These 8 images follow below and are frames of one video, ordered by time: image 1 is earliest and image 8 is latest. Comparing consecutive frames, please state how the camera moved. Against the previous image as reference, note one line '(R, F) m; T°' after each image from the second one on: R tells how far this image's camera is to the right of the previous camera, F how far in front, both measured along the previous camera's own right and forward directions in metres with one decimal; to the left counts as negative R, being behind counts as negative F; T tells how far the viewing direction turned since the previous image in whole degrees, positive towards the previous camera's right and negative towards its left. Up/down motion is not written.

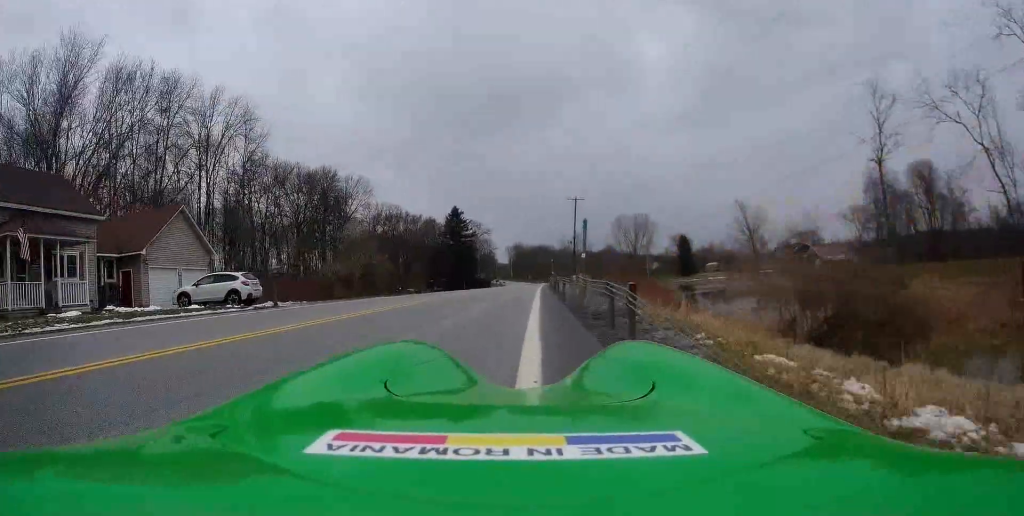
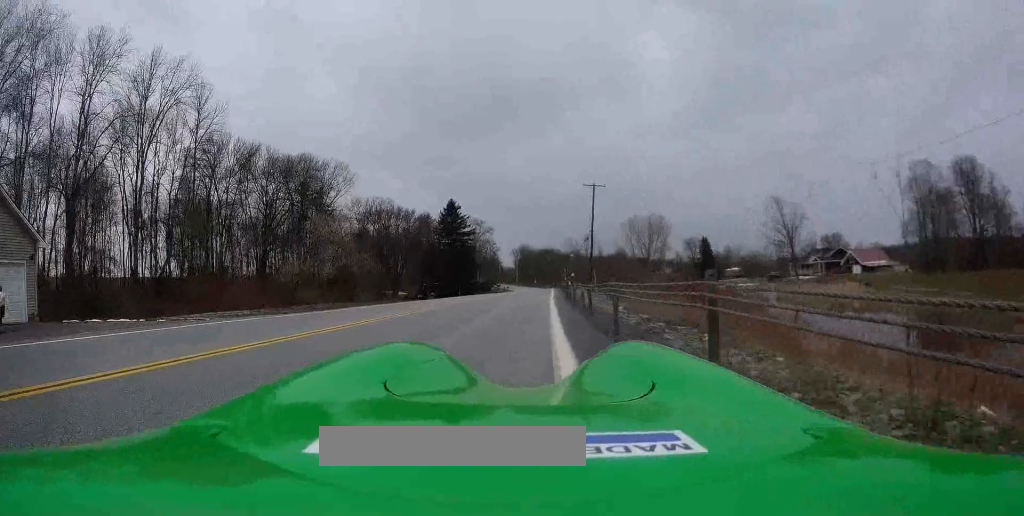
(0.0, +15.7) m; -1°
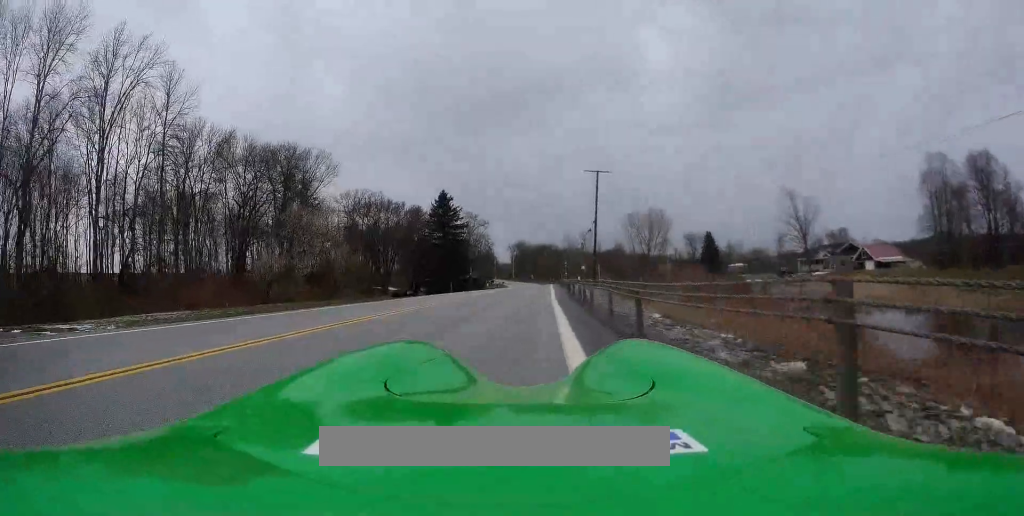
(-0.1, +6.5) m; -1°
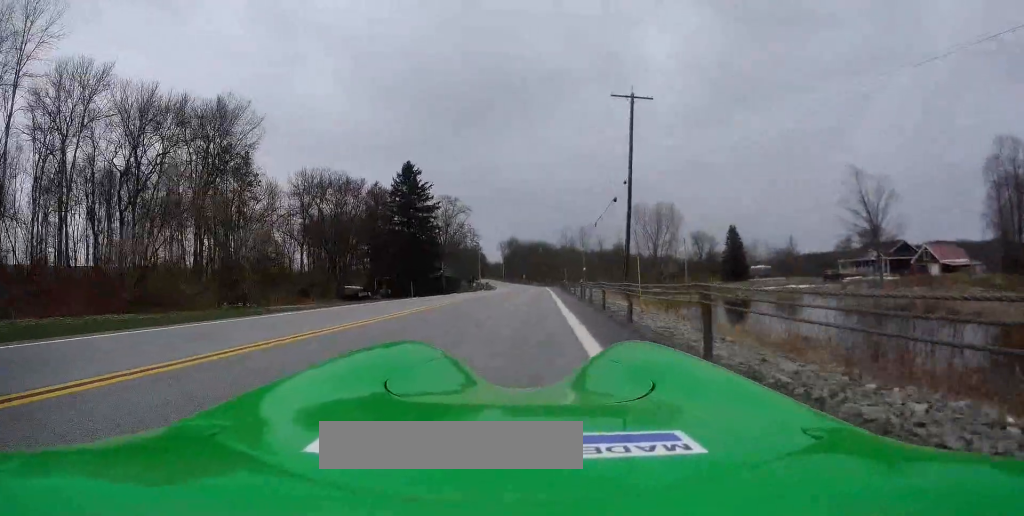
(+0.1, +23.9) m; +2°
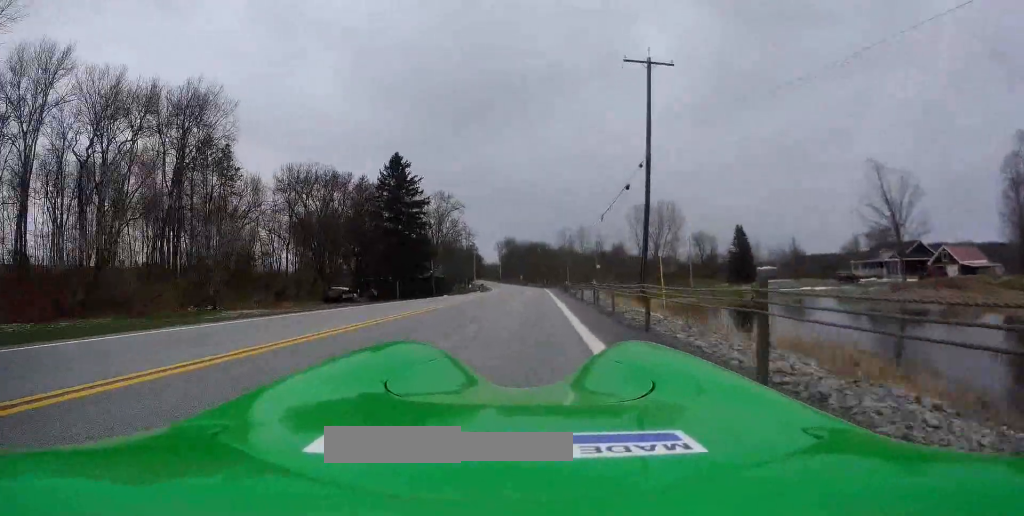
(0.0, +5.7) m; 0°
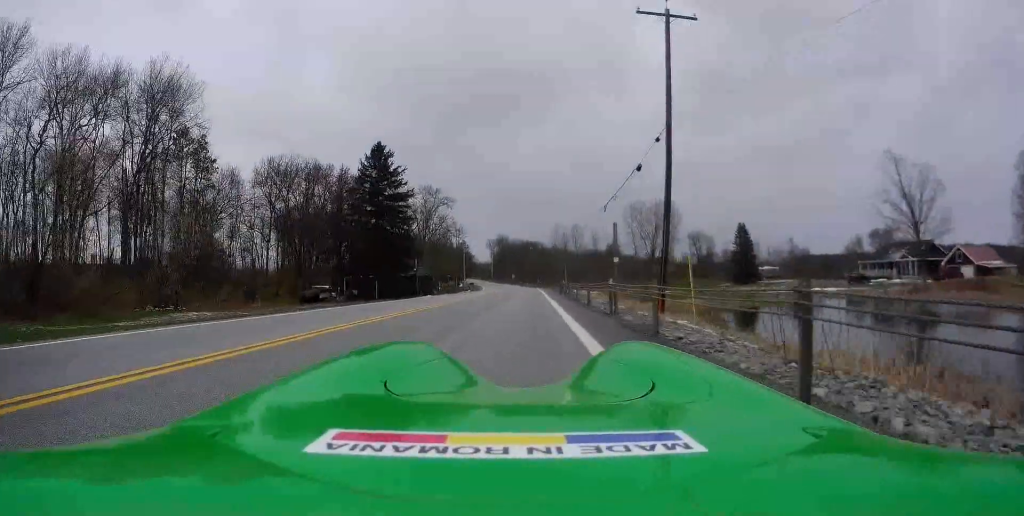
(0.0, +5.7) m; 0°
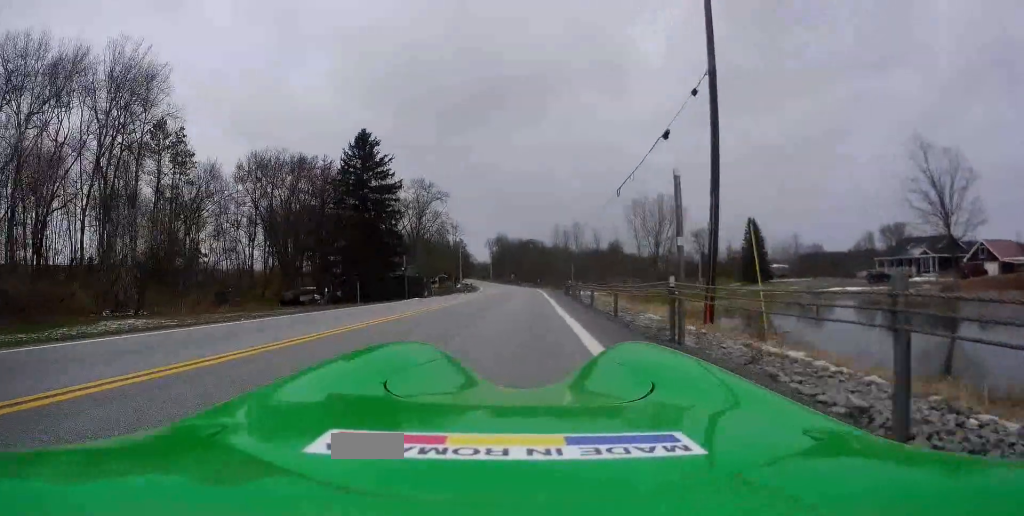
(0.0, +5.7) m; -1°
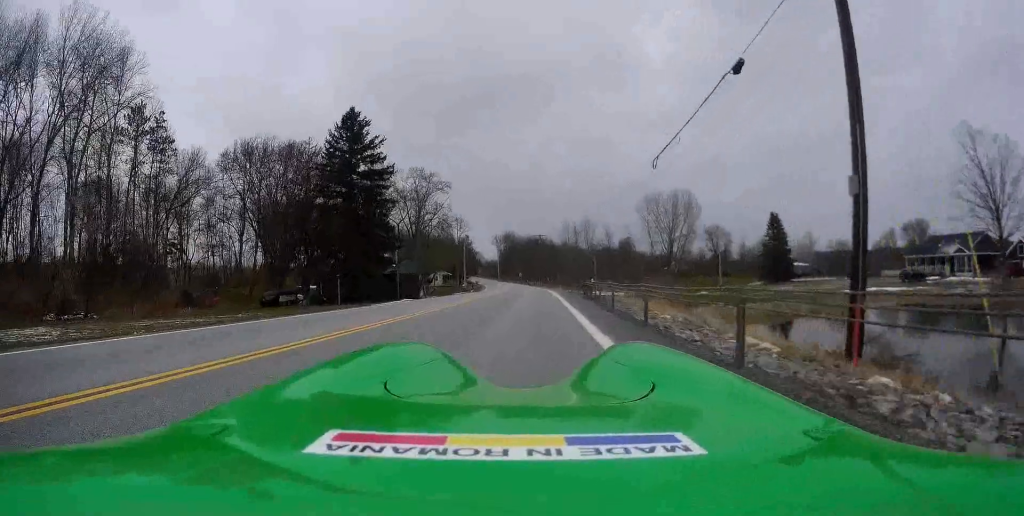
(-0.1, +7.4) m; -1°
